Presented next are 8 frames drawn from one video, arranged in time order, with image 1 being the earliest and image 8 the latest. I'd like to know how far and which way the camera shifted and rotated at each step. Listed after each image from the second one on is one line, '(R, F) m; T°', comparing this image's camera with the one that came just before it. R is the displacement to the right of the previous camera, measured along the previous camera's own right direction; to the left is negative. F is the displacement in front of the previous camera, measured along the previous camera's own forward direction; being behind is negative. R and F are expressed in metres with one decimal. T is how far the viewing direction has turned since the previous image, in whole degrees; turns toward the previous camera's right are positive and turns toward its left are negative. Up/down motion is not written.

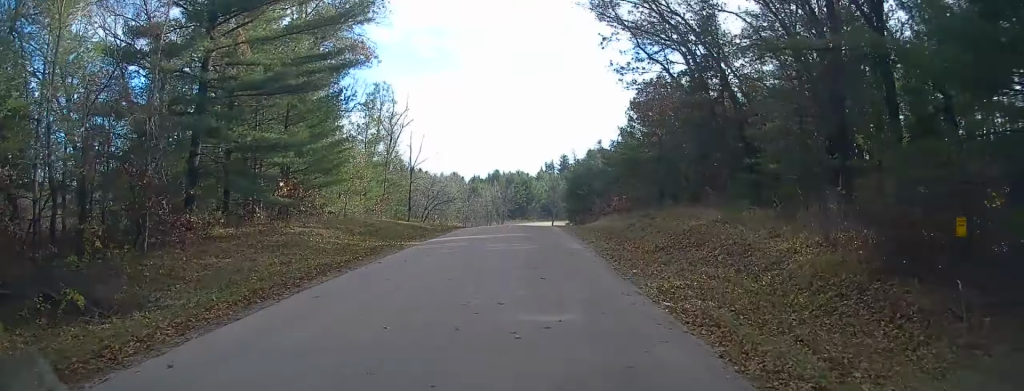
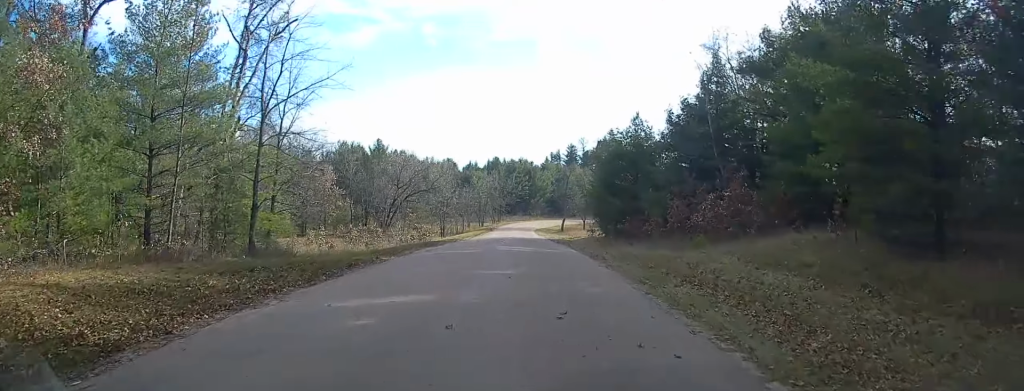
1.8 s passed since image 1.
(-0.4, +34.2) m; -2°
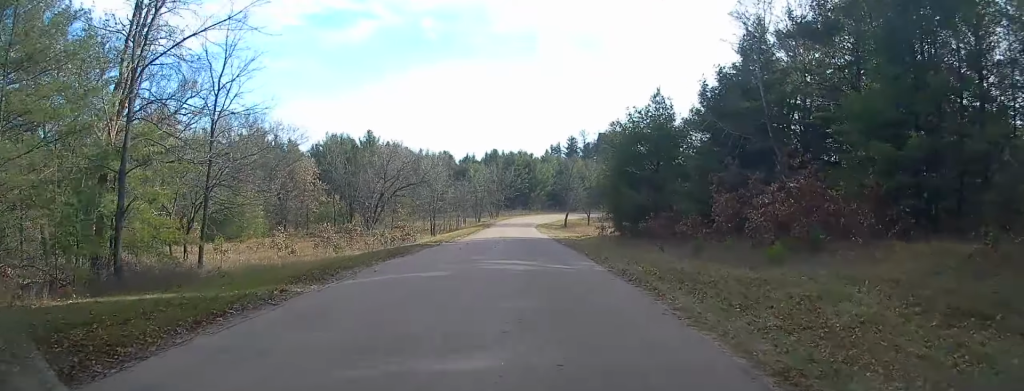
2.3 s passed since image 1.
(-0.1, +8.8) m; 0°
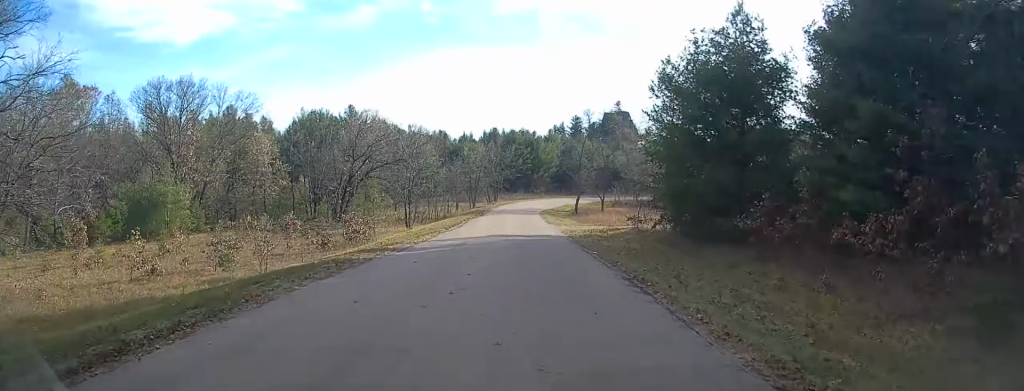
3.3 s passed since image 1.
(-0.3, +17.3) m; +1°
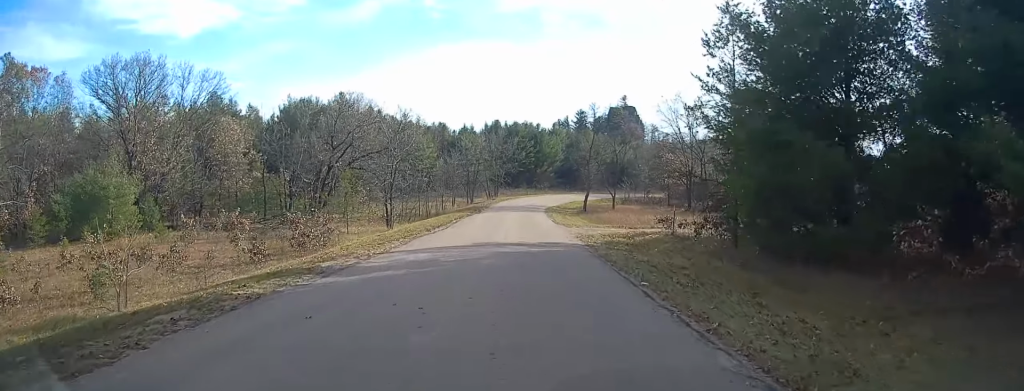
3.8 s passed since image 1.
(+0.4, +9.2) m; 0°
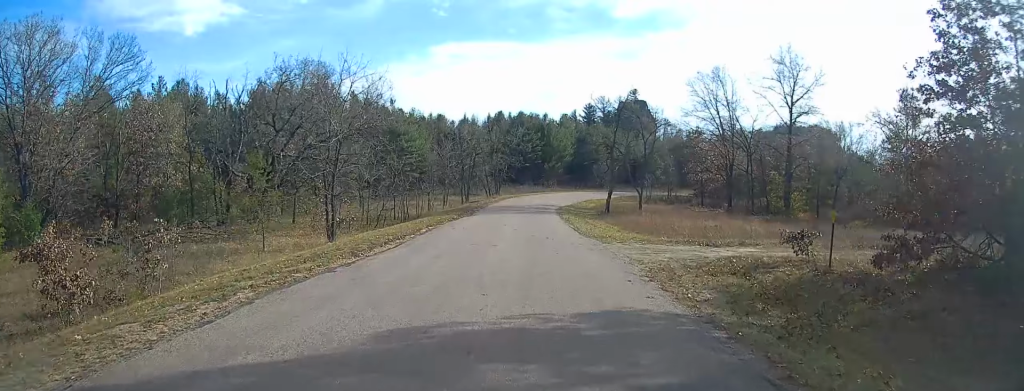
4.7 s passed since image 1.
(-0.2, +16.3) m; -1°
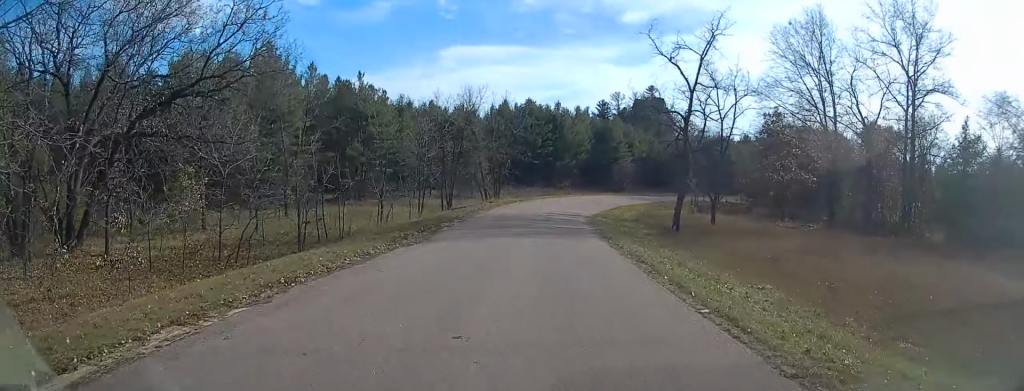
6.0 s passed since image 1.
(-0.5, +25.0) m; +1°
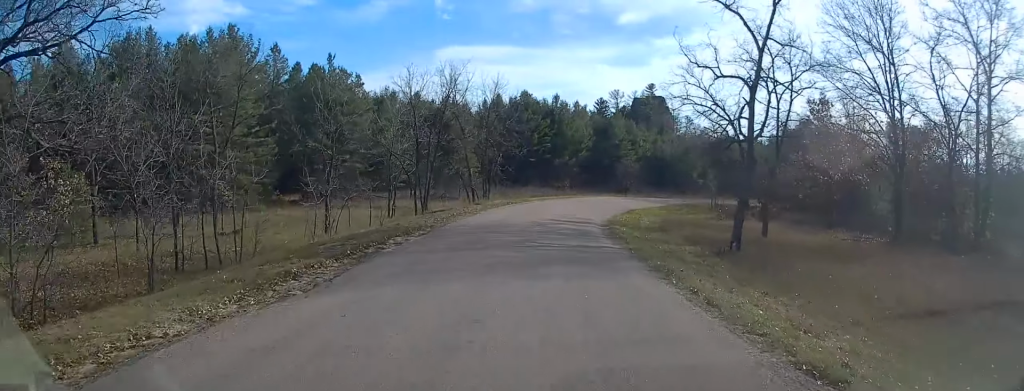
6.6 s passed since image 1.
(+0.4, +11.1) m; +1°
